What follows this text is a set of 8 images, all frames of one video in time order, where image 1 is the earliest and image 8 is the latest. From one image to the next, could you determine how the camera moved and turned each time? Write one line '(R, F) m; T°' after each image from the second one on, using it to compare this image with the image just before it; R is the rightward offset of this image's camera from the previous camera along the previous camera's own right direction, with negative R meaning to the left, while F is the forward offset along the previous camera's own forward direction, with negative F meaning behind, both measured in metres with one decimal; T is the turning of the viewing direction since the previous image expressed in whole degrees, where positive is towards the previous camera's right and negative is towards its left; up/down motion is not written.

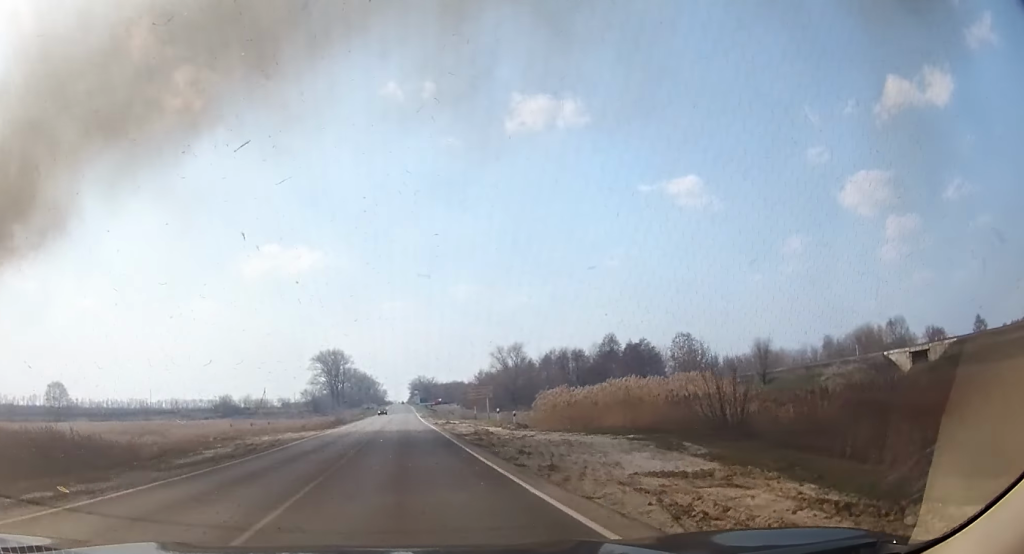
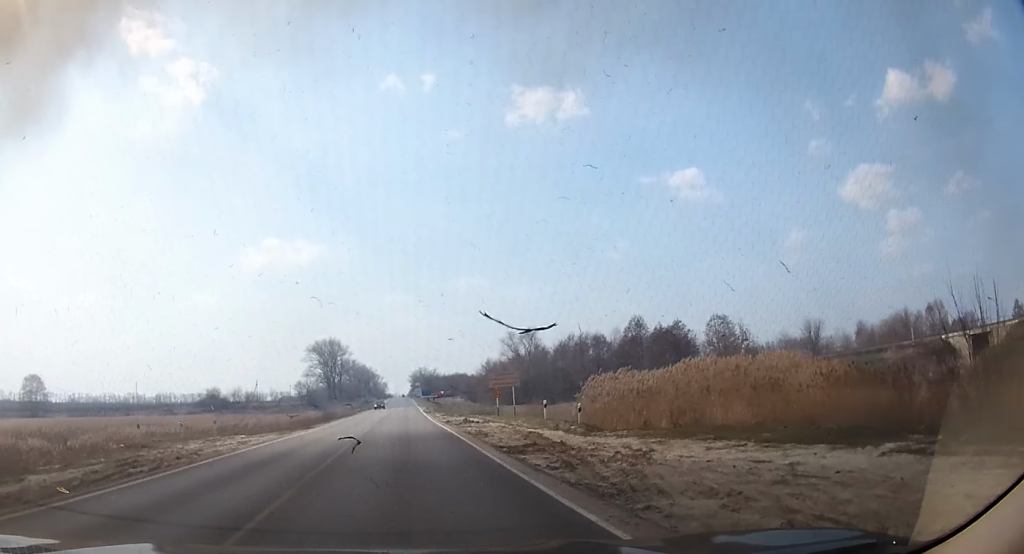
(0.0, +13.5) m; 0°
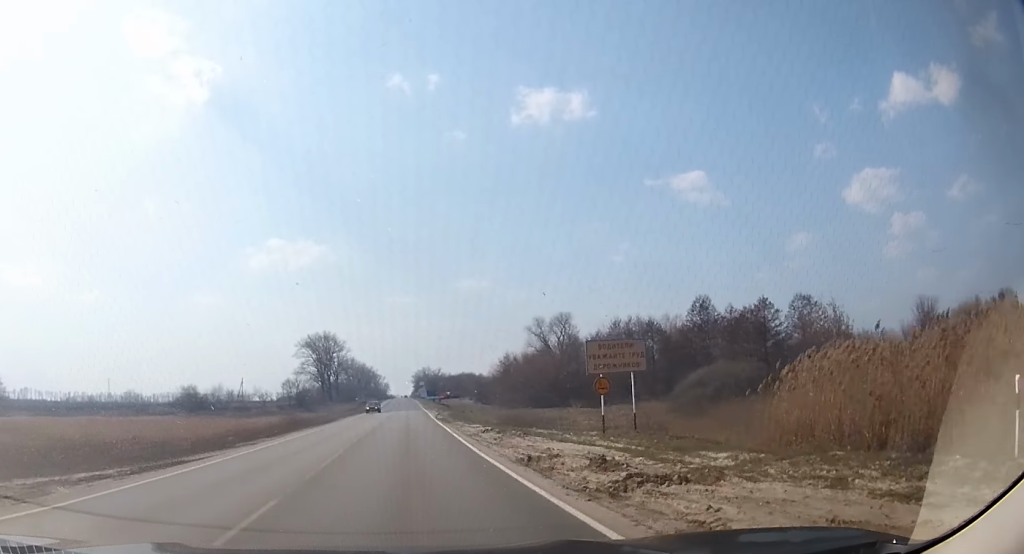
(0.0, +24.0) m; 0°
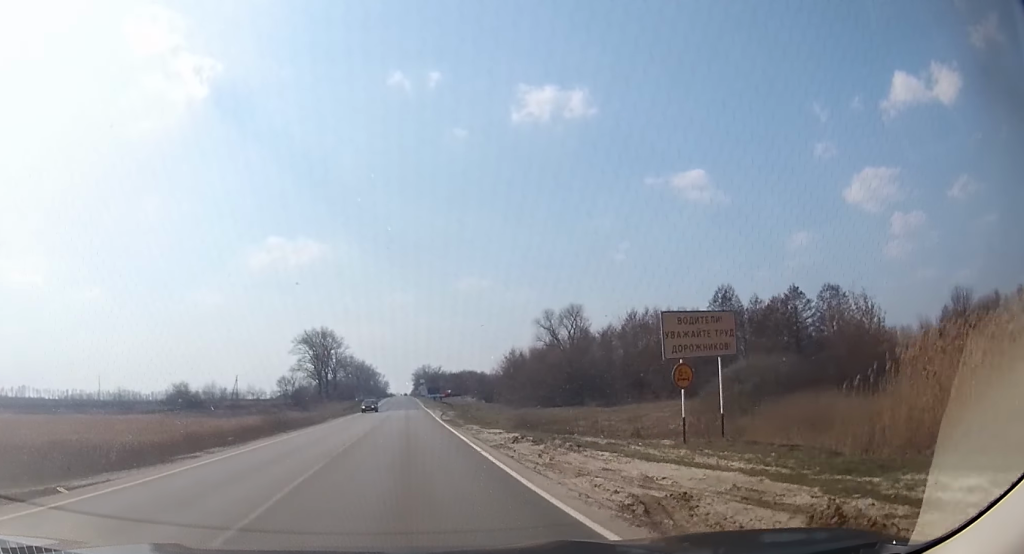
(0.0, +6.8) m; 0°
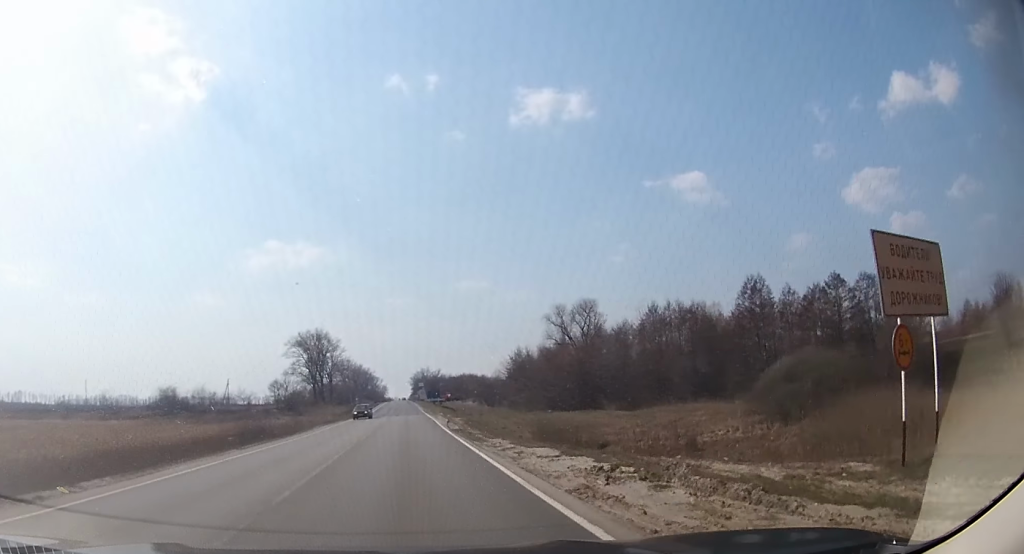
(0.0, +8.5) m; 0°
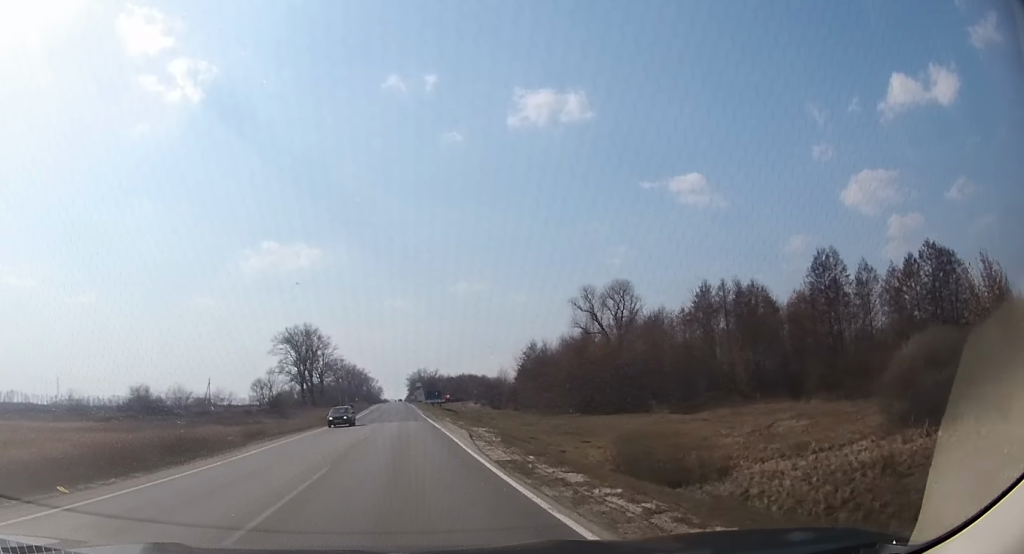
(0.0, +15.9) m; 0°
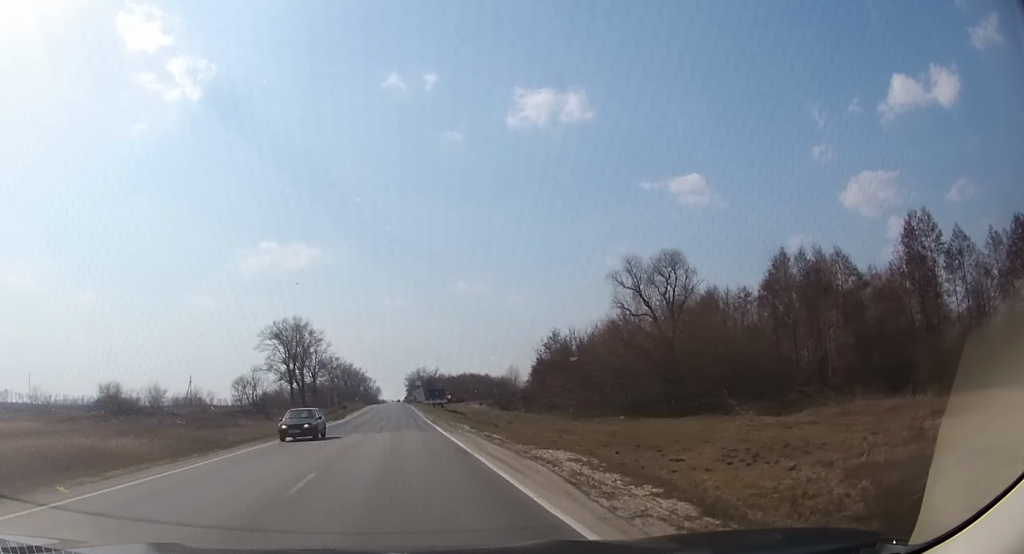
(0.0, +15.4) m; 0°
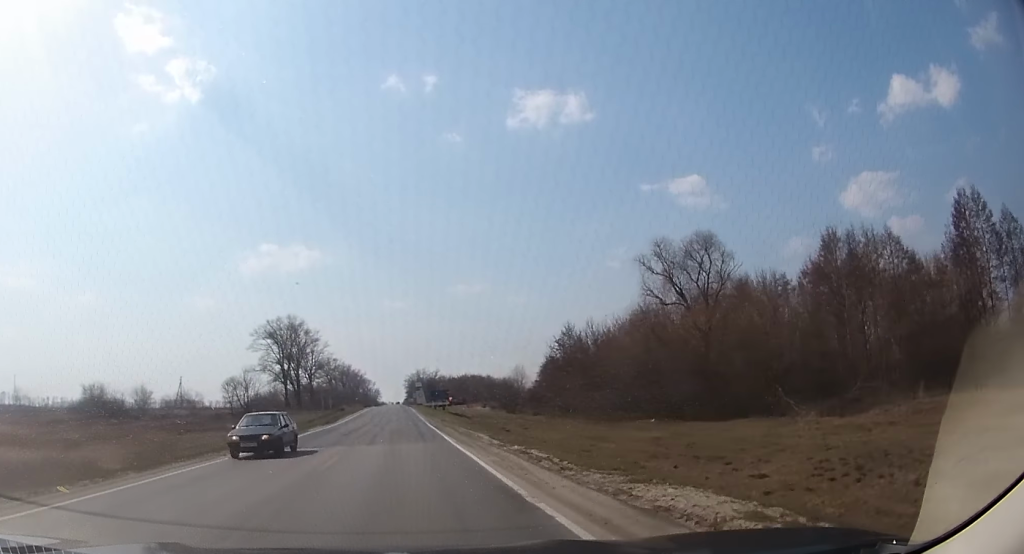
(0.0, +7.5) m; 0°
